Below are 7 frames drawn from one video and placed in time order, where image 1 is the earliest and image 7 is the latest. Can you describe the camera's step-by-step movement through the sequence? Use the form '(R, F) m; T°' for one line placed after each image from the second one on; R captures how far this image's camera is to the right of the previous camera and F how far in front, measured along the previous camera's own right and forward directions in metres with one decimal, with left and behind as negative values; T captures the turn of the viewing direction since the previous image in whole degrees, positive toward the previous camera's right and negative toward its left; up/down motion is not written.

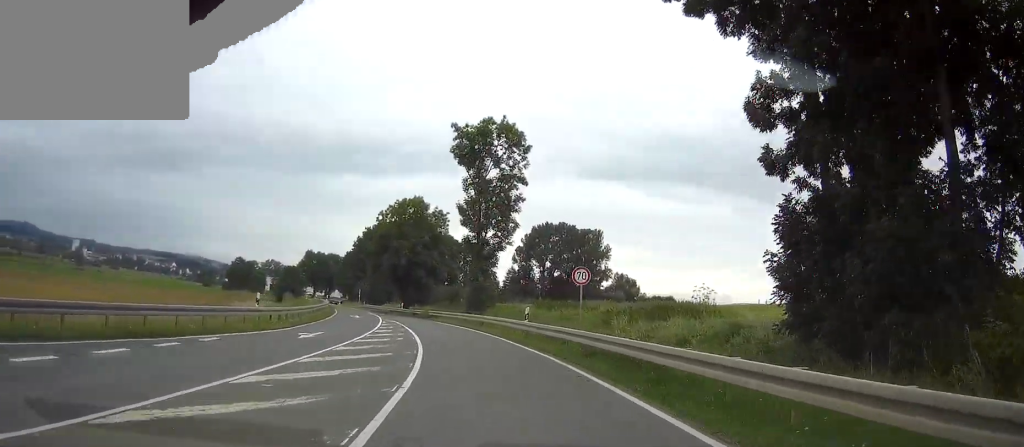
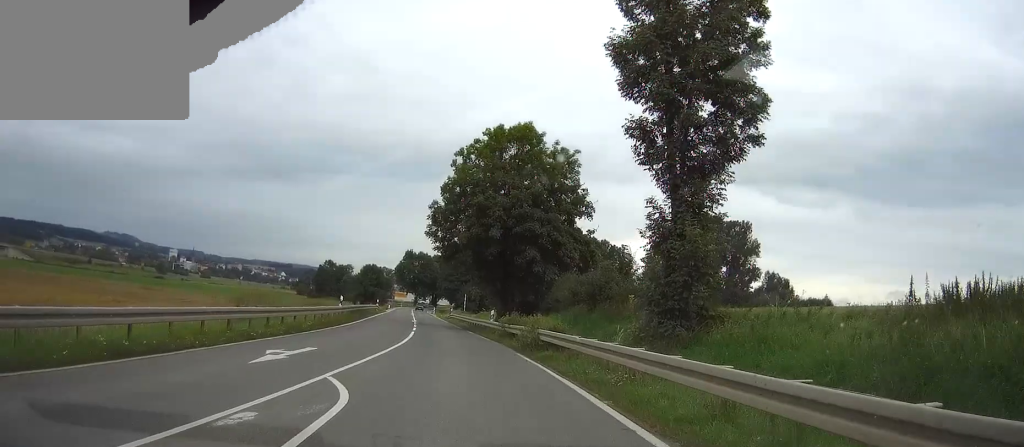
(-2.2, +37.9) m; -8°
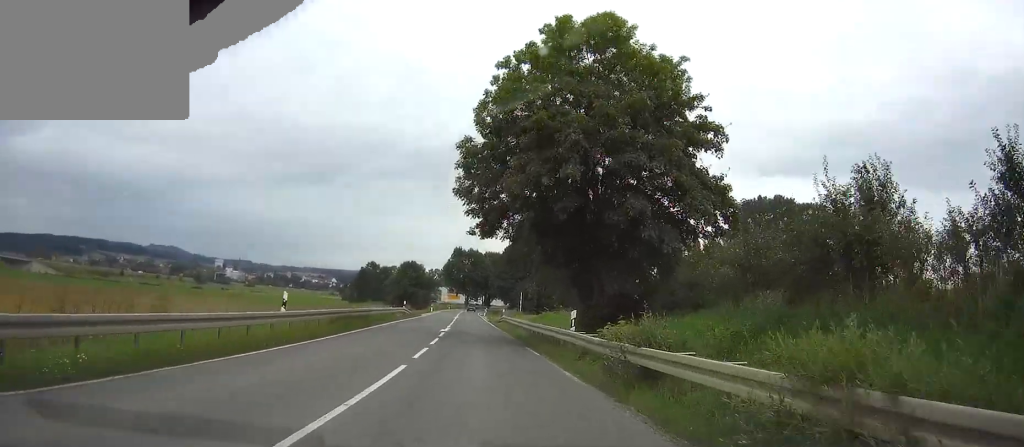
(-1.0, +18.4) m; -5°
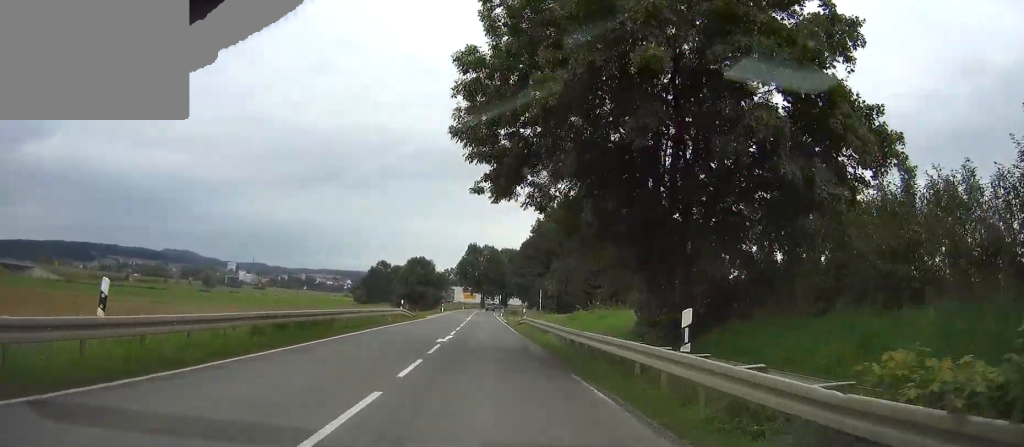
(-0.4, +10.7) m; -2°
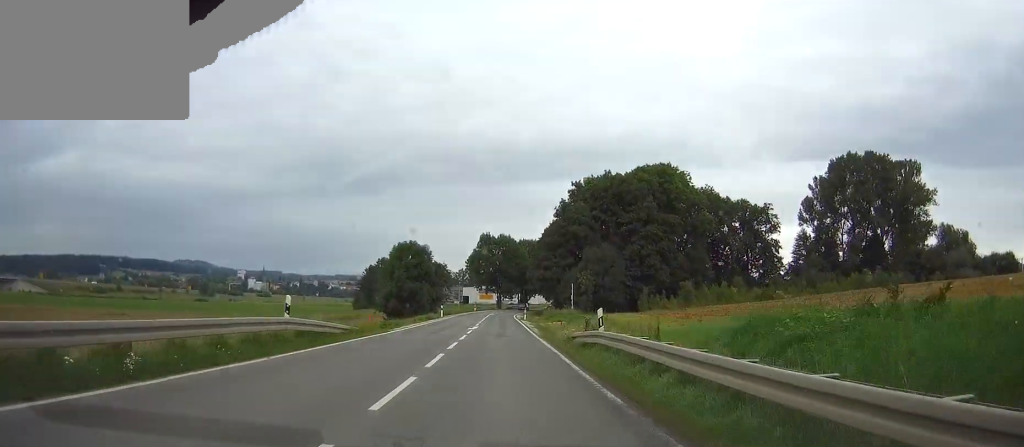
(-1.0, +28.0) m; -3°
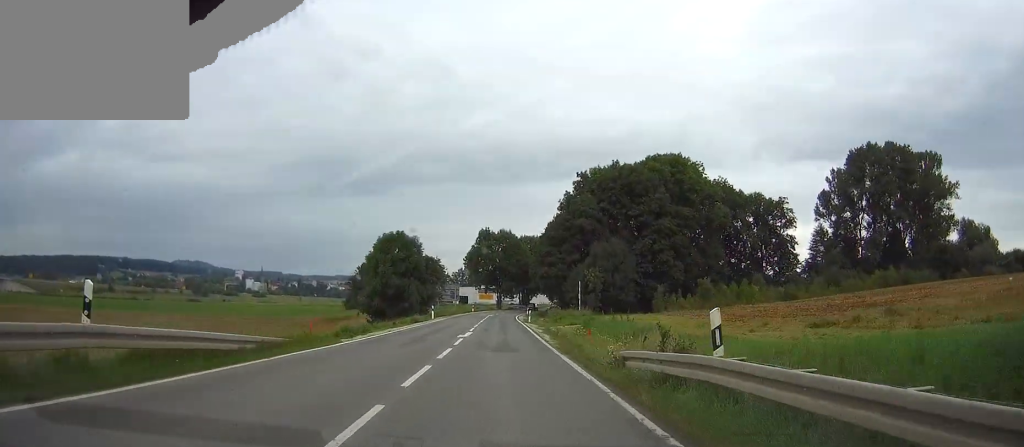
(0.0, +9.5) m; 0°
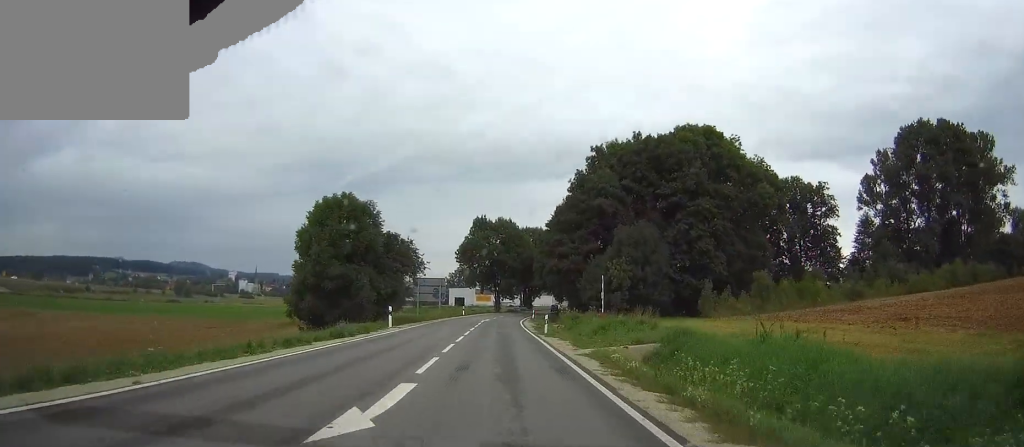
(-0.1, +22.1) m; 0°
